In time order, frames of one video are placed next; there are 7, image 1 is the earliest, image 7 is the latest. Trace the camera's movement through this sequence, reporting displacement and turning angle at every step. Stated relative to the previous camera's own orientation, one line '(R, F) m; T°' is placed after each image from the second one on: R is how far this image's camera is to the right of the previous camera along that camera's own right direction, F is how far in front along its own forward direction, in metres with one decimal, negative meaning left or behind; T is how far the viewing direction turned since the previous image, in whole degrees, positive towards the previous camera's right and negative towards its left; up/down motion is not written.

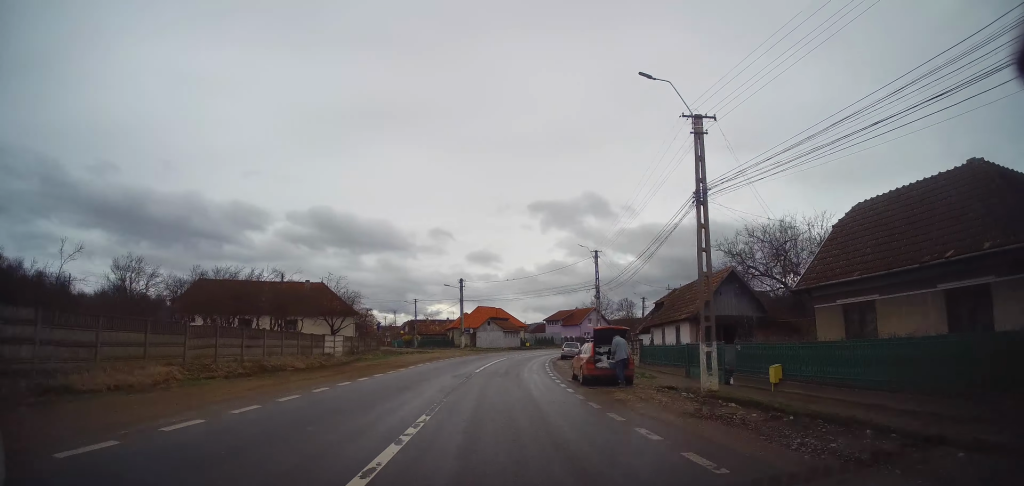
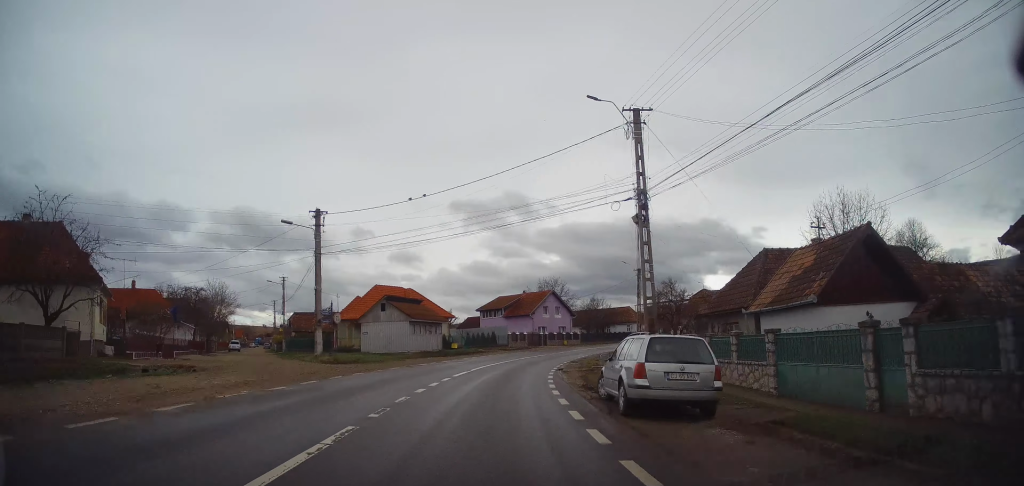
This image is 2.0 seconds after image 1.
(+2.0, +34.2) m; +8°
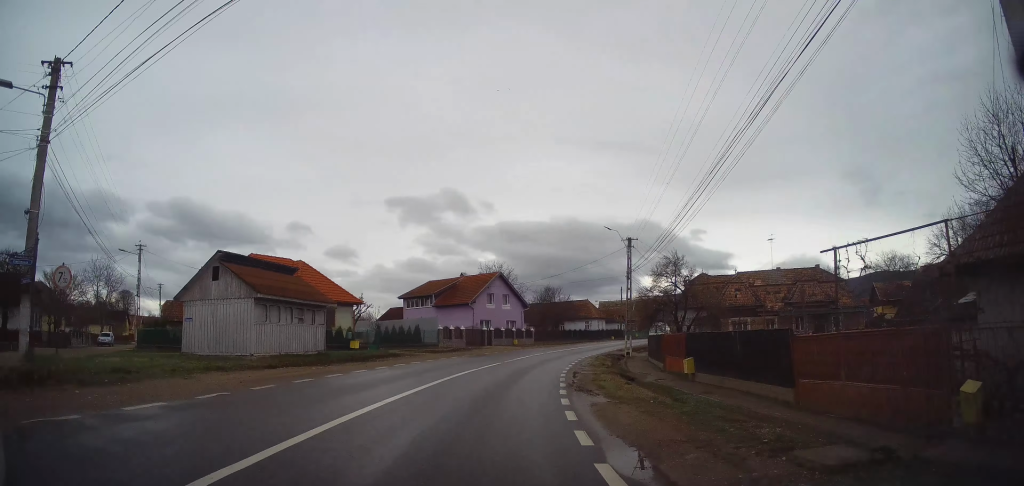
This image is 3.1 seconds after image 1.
(+1.0, +18.3) m; +6°
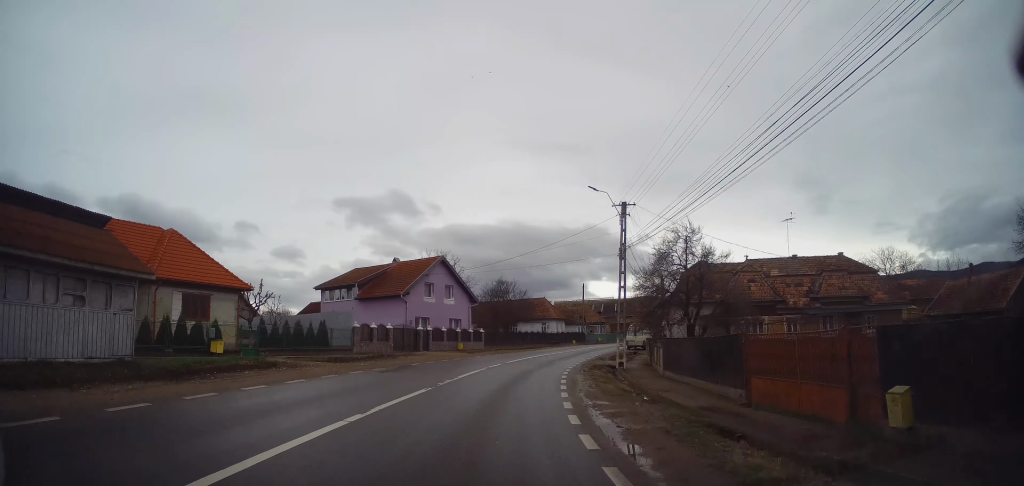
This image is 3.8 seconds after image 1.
(+0.4, +12.0) m; +5°
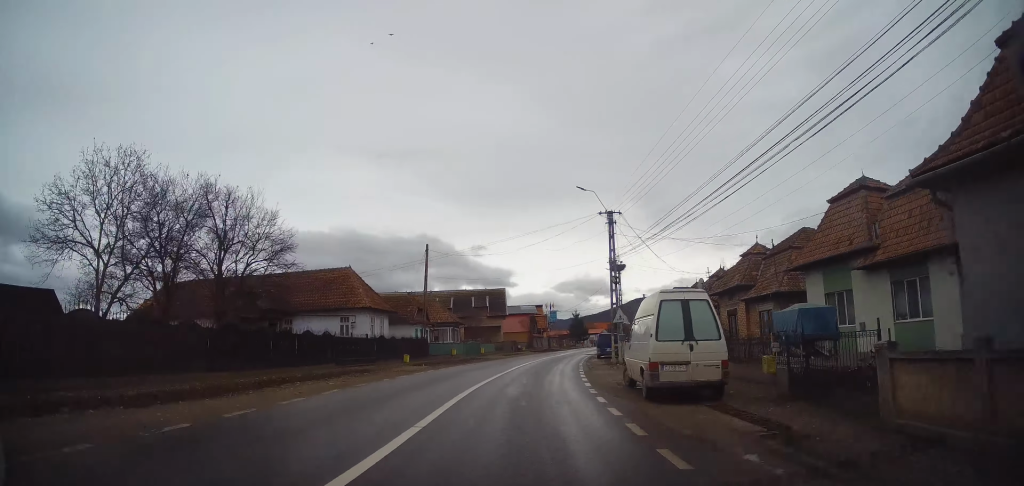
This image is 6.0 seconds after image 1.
(+6.4, +38.1) m; +18°
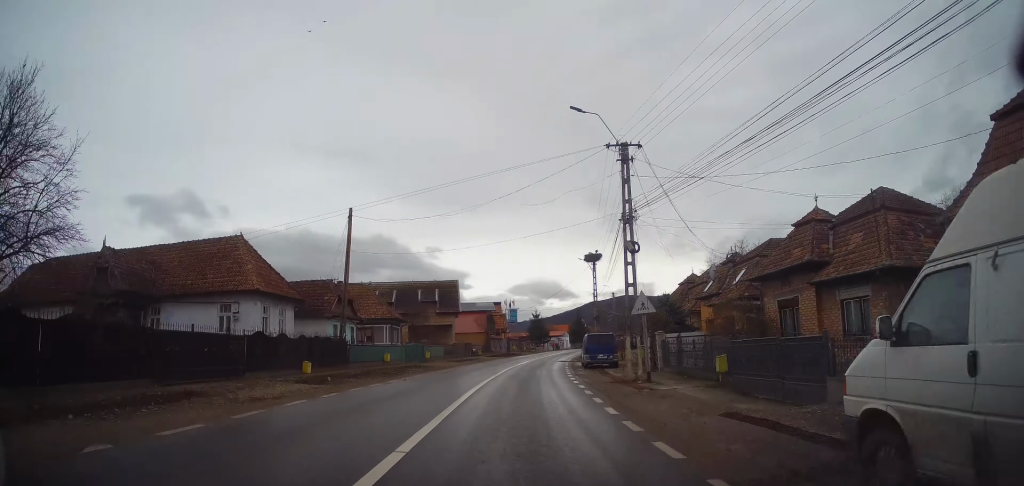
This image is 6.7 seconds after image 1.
(+0.2, +11.5) m; +4°
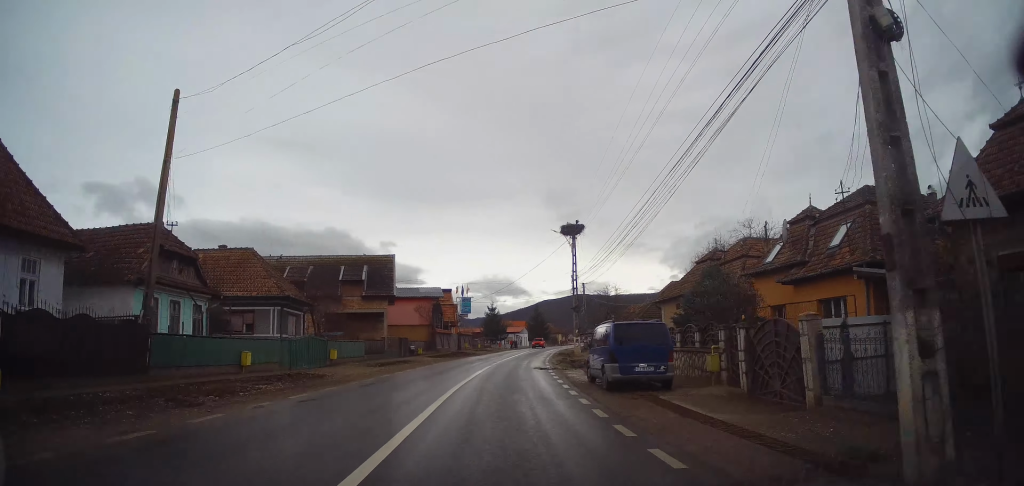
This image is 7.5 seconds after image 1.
(+0.6, +14.4) m; +7°
